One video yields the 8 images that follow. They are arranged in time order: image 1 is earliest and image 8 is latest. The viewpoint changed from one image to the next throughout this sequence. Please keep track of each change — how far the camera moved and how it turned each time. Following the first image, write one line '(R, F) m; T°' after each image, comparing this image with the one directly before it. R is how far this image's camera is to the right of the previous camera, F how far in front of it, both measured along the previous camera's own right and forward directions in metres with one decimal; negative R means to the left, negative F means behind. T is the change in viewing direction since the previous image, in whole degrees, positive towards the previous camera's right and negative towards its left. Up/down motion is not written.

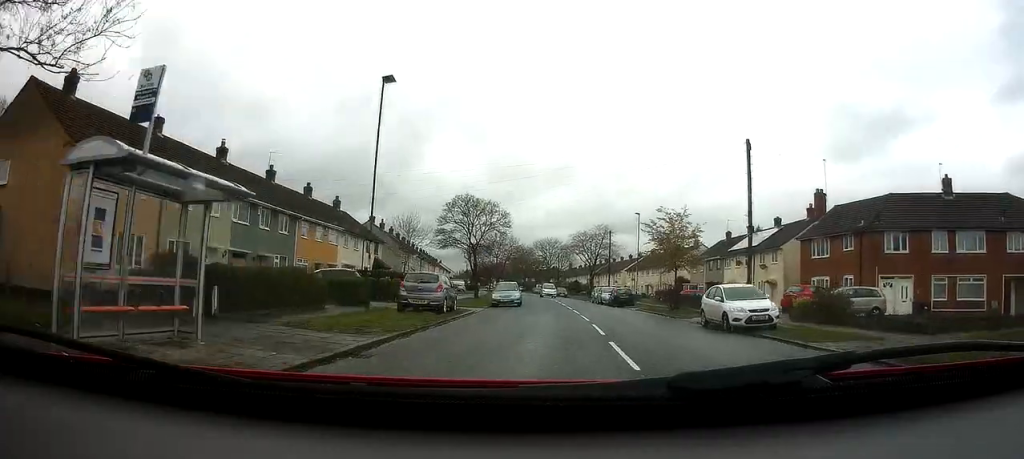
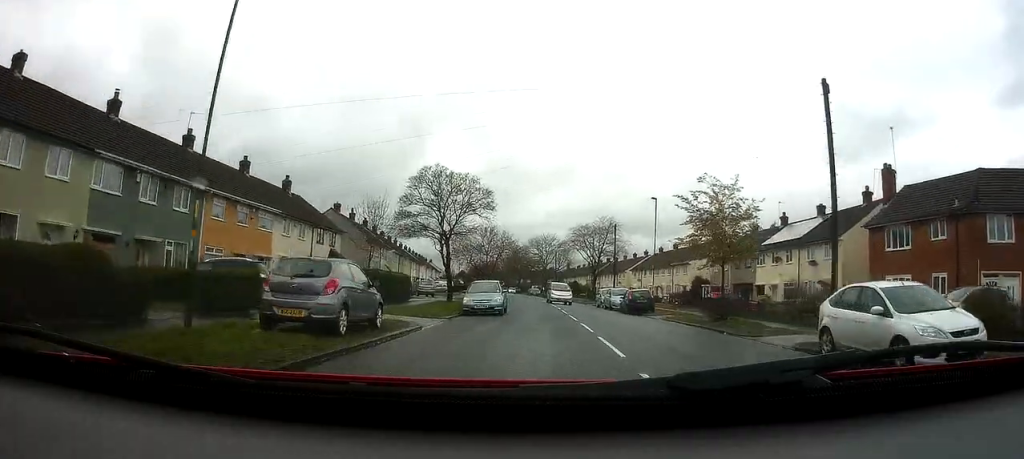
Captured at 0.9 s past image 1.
(+0.1, +10.0) m; 0°
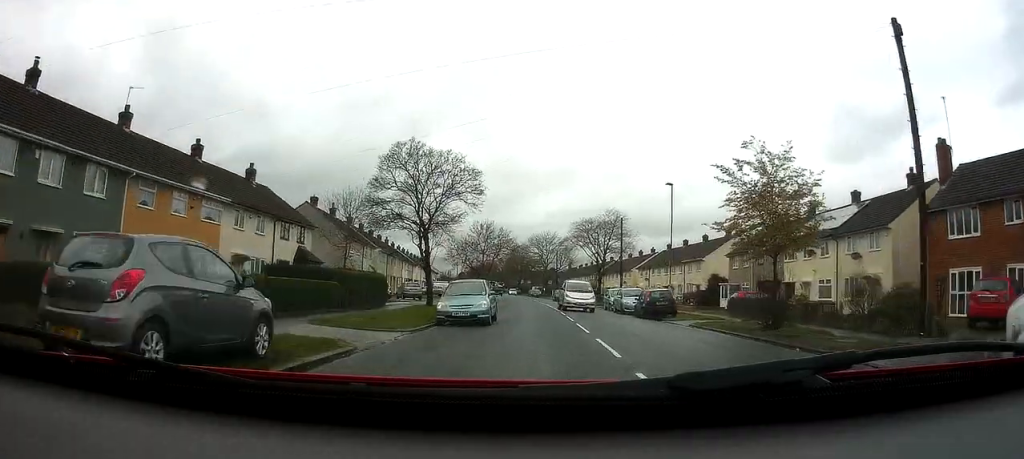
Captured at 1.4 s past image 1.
(0.0, +5.8) m; 0°
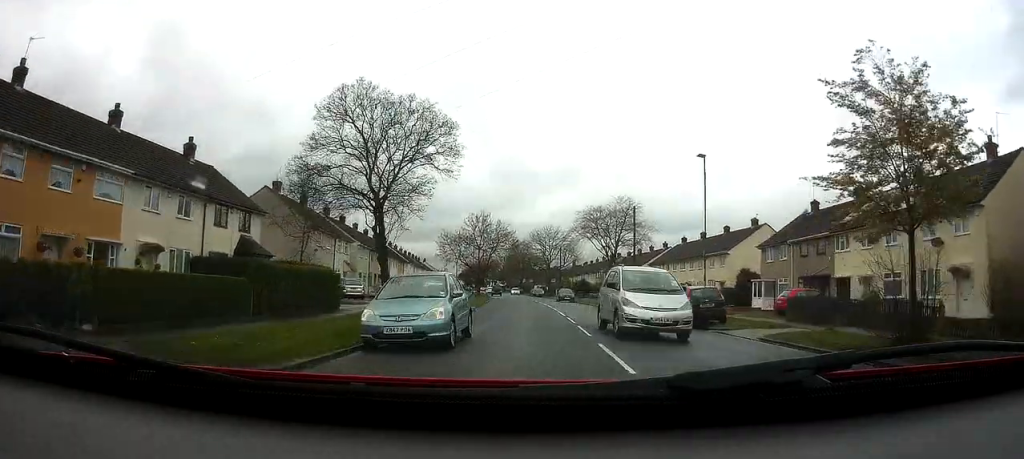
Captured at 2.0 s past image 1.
(0.0, +7.7) m; 0°
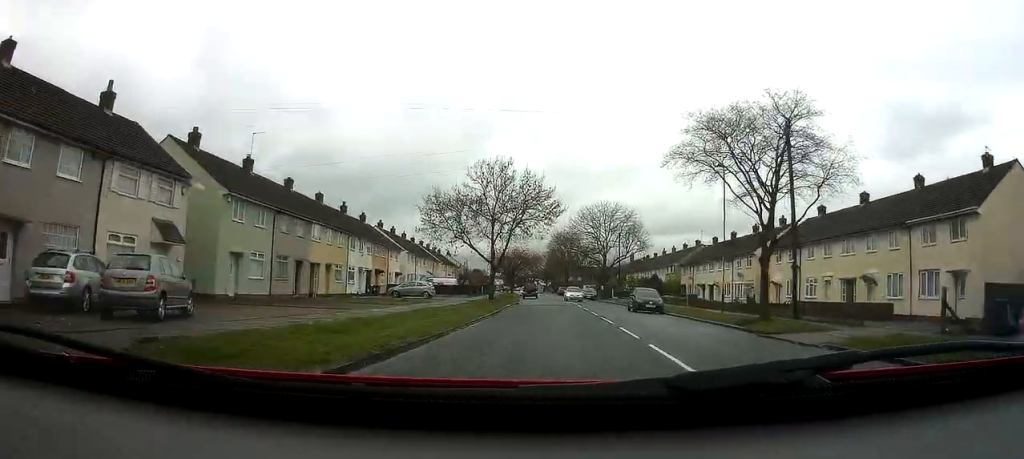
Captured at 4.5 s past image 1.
(0.0, +29.5) m; 0°
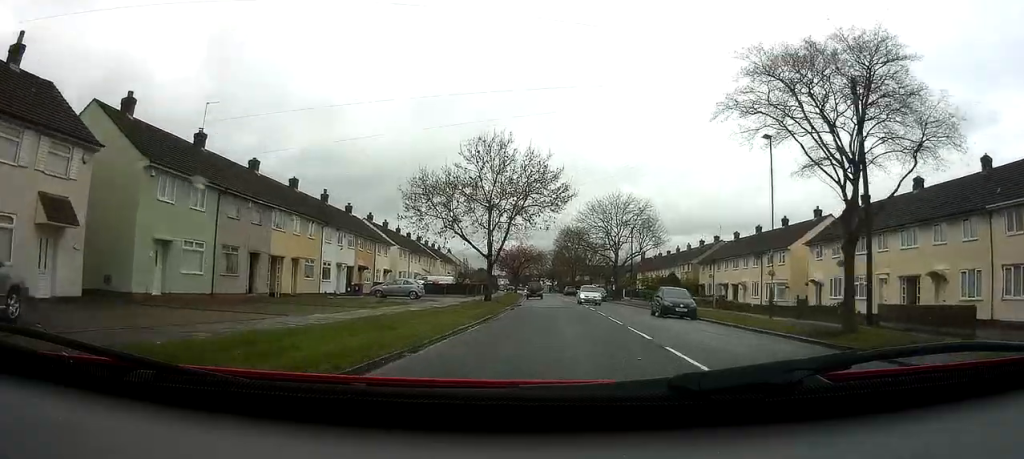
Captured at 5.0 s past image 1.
(0.0, +6.5) m; 0°
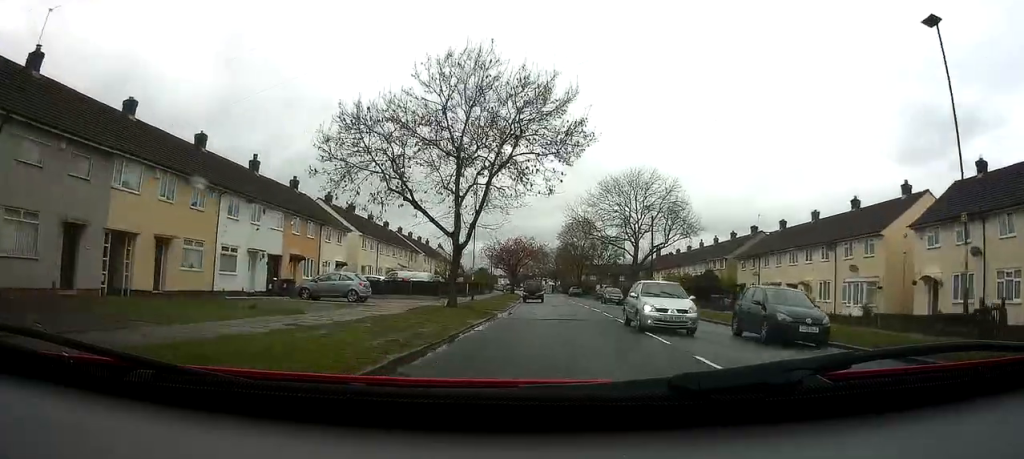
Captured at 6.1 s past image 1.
(-0.1, +13.6) m; -2°
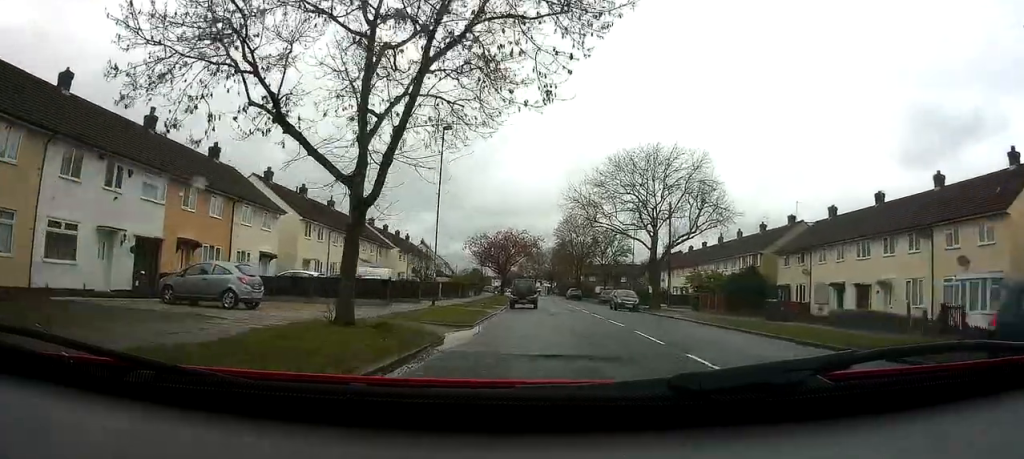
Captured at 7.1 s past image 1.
(-0.4, +11.3) m; -2°
